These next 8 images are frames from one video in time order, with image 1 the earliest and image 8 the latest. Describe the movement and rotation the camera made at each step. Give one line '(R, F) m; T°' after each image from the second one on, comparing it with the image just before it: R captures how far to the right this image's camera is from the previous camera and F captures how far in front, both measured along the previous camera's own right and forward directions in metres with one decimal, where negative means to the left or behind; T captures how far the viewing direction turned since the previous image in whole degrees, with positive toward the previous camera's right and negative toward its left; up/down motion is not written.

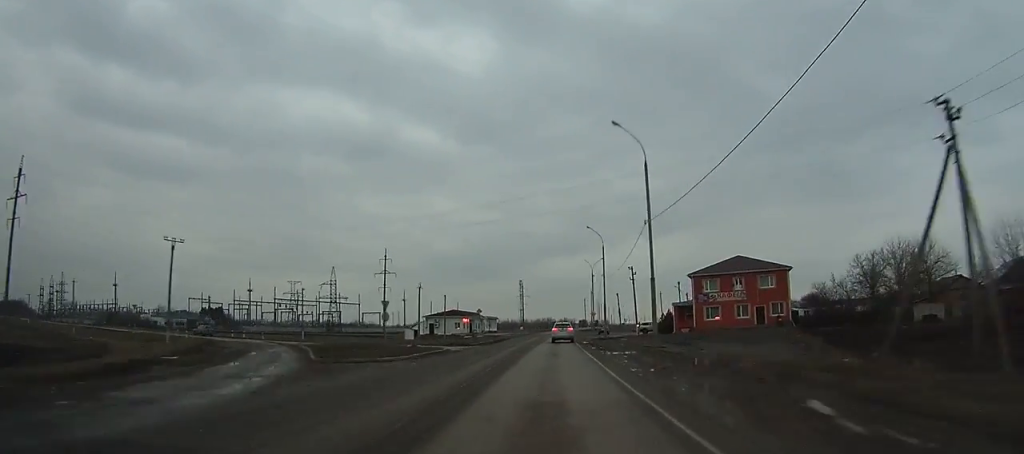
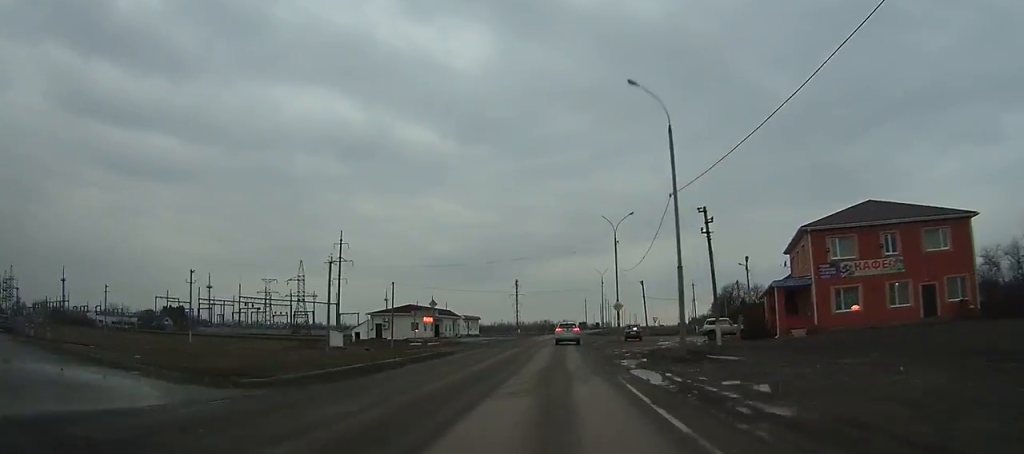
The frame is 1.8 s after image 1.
(+0.3, +34.4) m; +1°
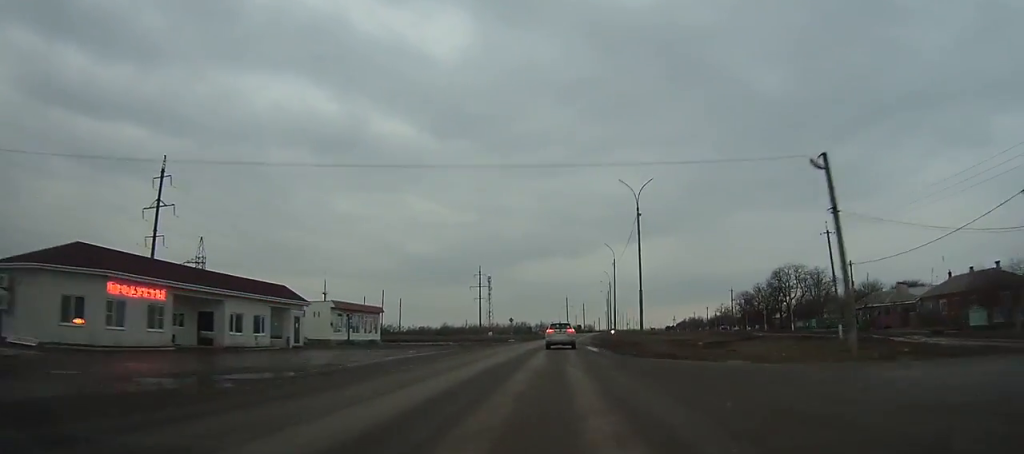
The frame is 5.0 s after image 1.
(+1.0, +59.5) m; +3°
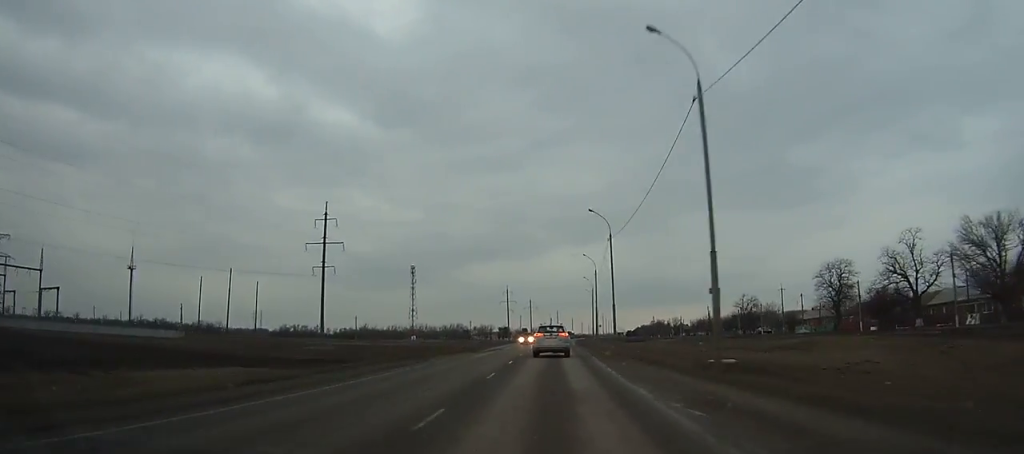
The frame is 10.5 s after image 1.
(+4.2, +100.2) m; +4°
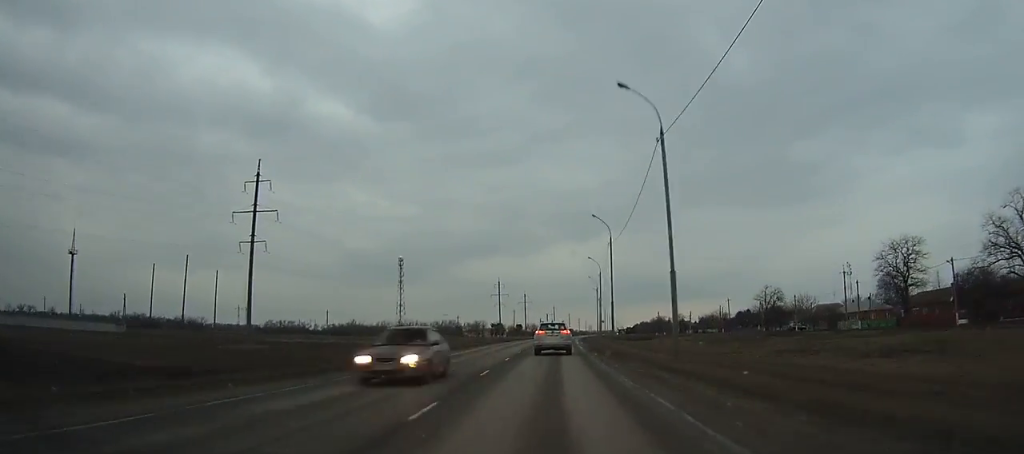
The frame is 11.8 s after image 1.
(+0.1, +23.6) m; +1°
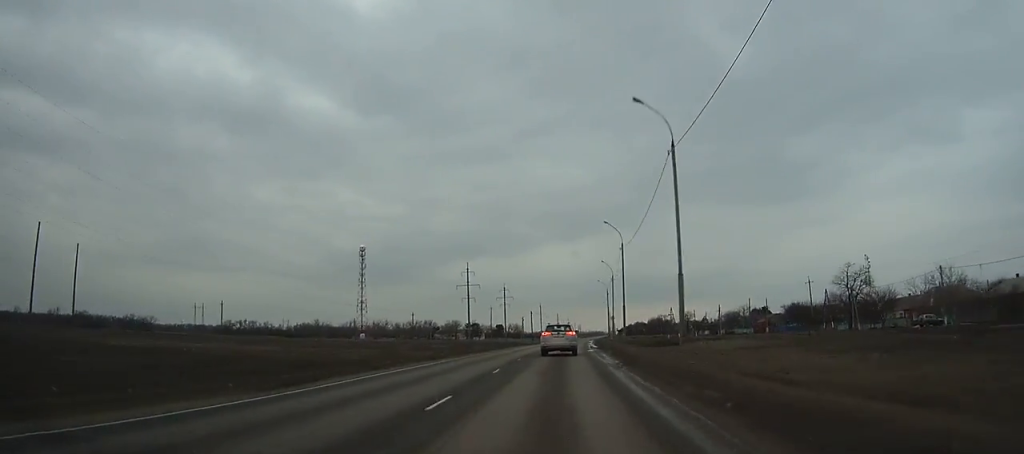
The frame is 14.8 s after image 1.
(+1.0, +55.0) m; +3°
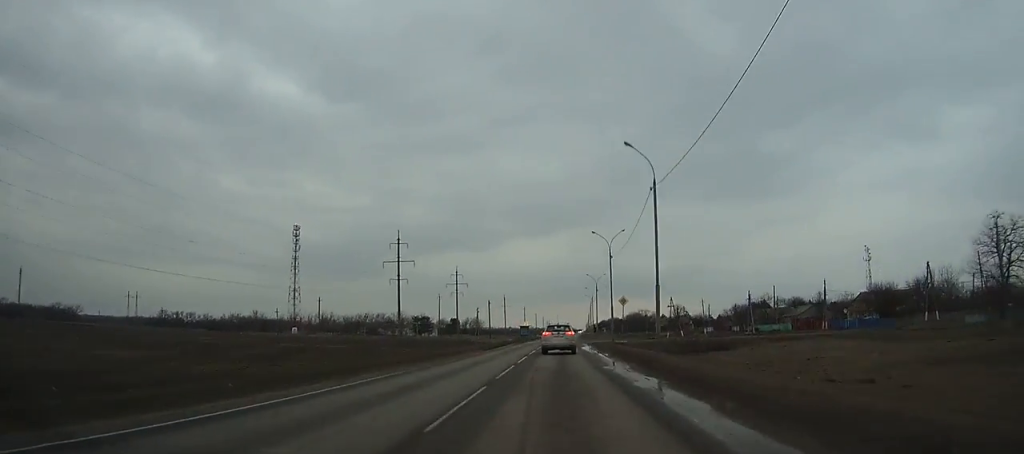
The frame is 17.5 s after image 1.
(+1.2, +50.1) m; +2°
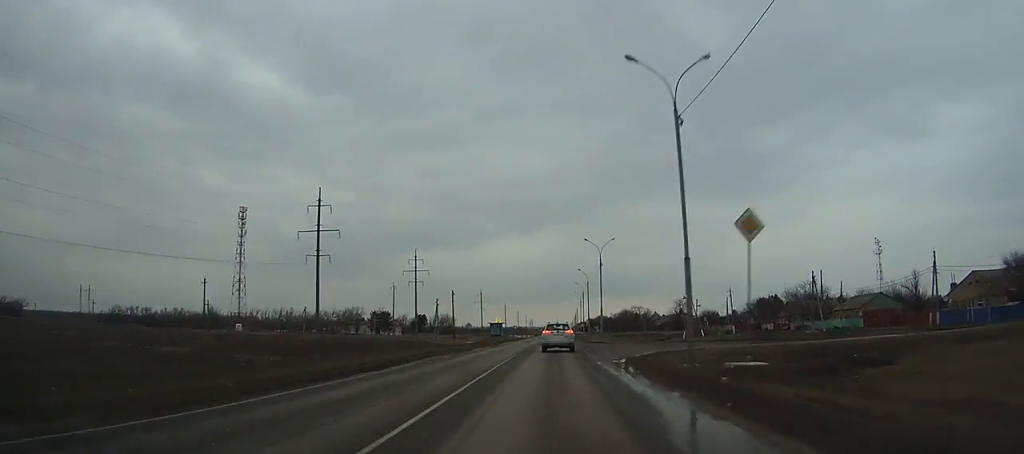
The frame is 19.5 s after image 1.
(+0.5, +37.5) m; +1°
